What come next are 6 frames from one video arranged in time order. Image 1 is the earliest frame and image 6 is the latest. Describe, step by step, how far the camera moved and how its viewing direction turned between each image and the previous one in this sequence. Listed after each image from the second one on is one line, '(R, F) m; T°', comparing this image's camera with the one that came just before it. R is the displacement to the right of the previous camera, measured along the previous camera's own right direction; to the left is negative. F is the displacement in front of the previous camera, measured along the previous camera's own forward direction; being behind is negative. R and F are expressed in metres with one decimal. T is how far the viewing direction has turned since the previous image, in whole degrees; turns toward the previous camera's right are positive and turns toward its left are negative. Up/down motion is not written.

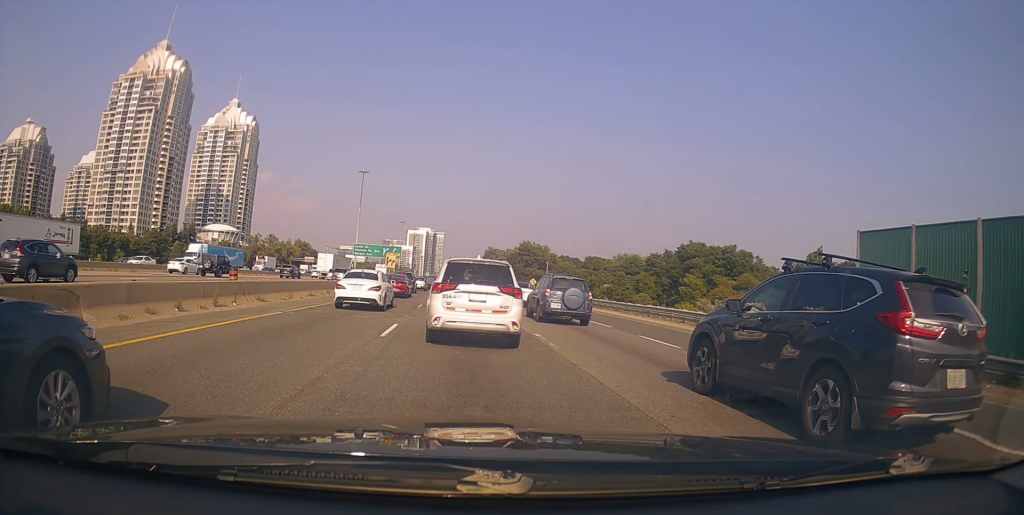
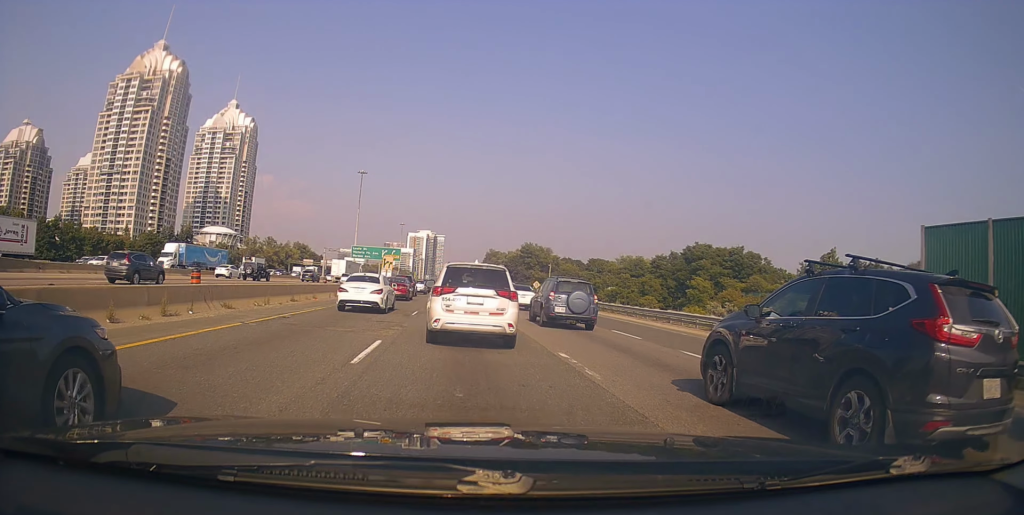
(0.0, +3.4) m; -1°
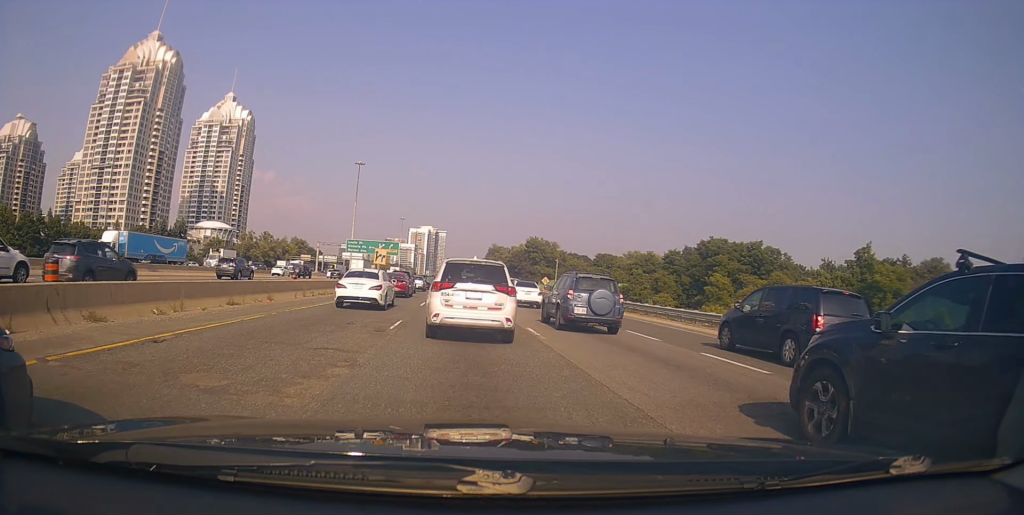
(-0.3, +6.7) m; -2°
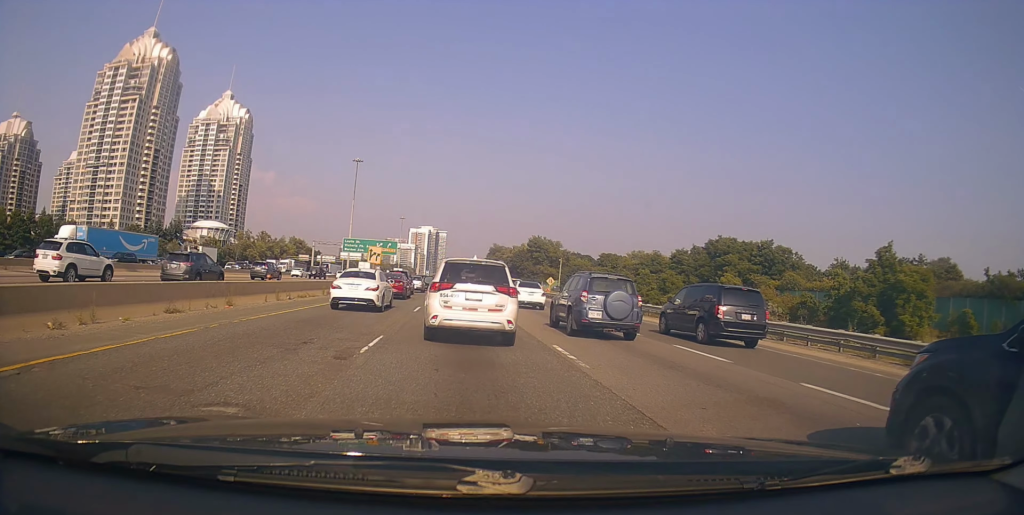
(0.0, +3.9) m; +2°
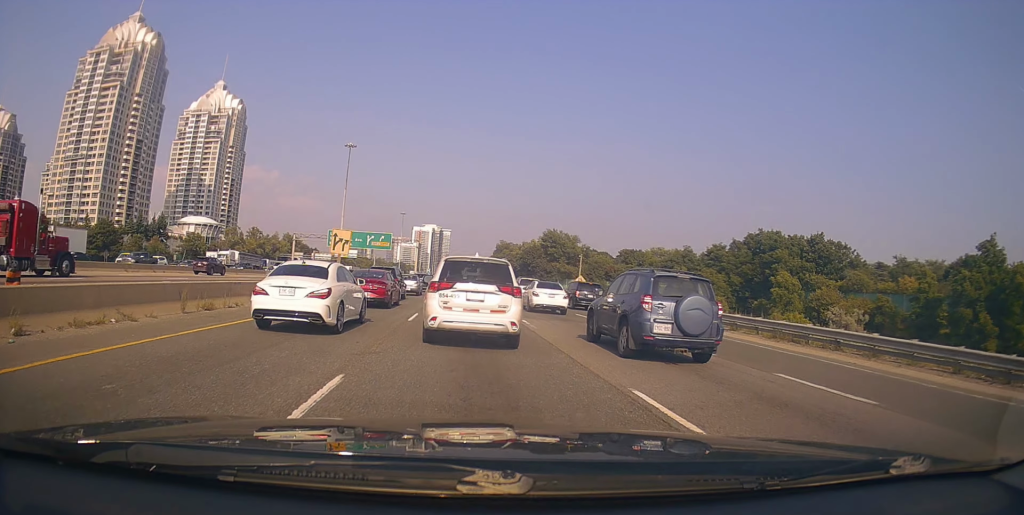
(+0.3, +17.9) m; +1°
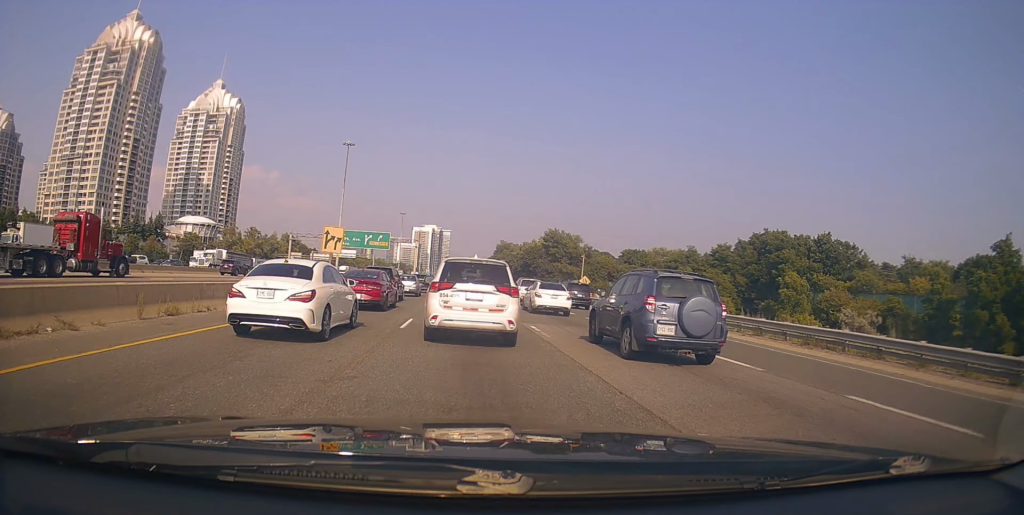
(+0.1, +2.4) m; -3°
